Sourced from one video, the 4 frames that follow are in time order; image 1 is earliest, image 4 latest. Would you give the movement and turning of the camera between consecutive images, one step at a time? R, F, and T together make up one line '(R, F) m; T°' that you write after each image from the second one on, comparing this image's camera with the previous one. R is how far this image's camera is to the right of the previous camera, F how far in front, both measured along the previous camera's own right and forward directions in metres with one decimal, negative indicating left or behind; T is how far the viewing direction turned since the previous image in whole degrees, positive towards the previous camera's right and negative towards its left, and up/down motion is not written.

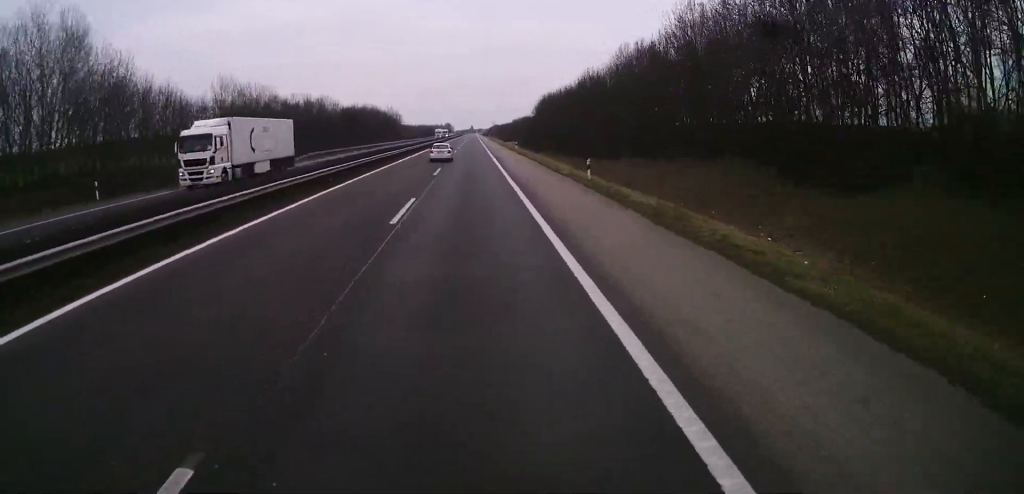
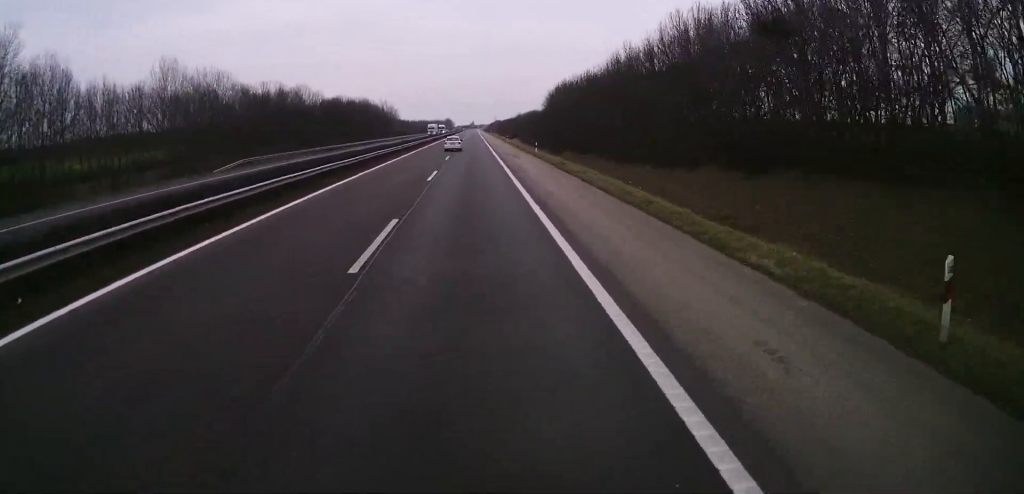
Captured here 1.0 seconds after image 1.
(-0.5, +23.8) m; +1°
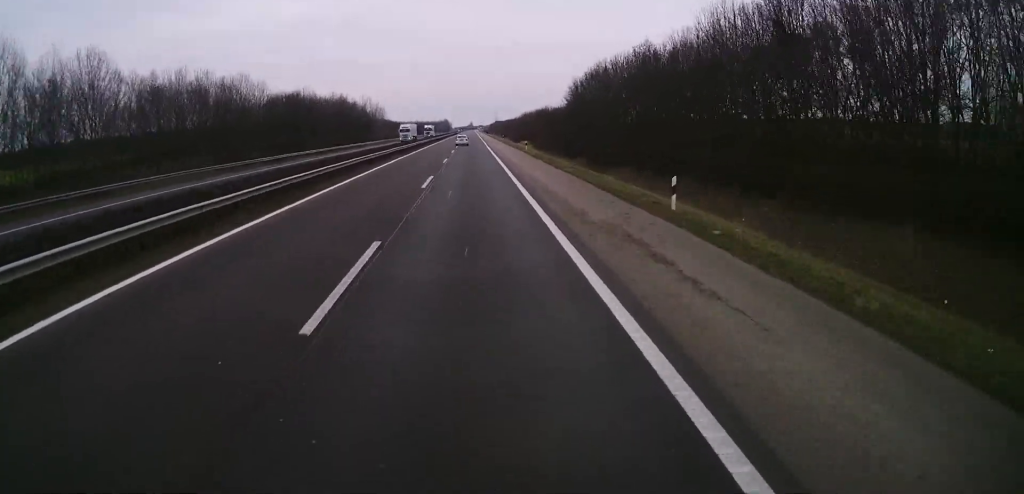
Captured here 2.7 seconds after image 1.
(+1.0, +39.3) m; +1°
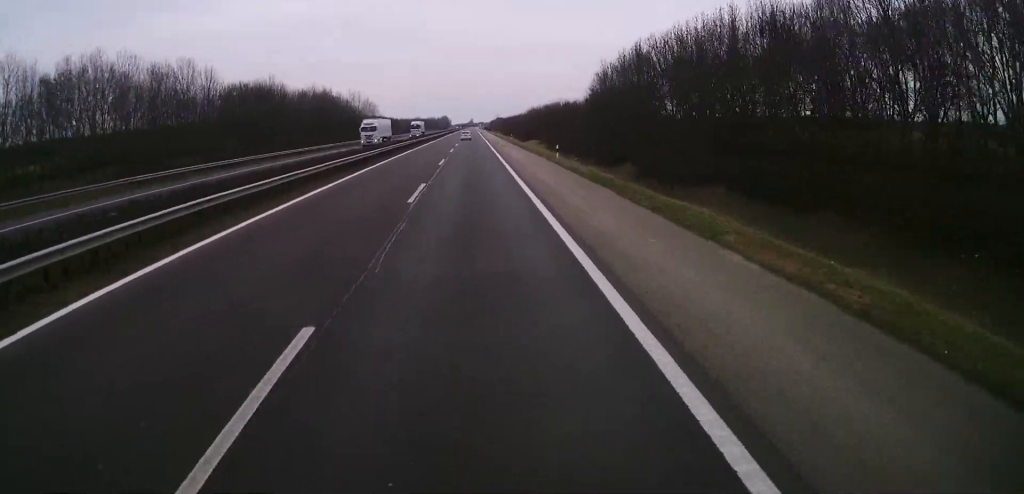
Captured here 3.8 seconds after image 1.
(-0.2, +24.0) m; 0°
